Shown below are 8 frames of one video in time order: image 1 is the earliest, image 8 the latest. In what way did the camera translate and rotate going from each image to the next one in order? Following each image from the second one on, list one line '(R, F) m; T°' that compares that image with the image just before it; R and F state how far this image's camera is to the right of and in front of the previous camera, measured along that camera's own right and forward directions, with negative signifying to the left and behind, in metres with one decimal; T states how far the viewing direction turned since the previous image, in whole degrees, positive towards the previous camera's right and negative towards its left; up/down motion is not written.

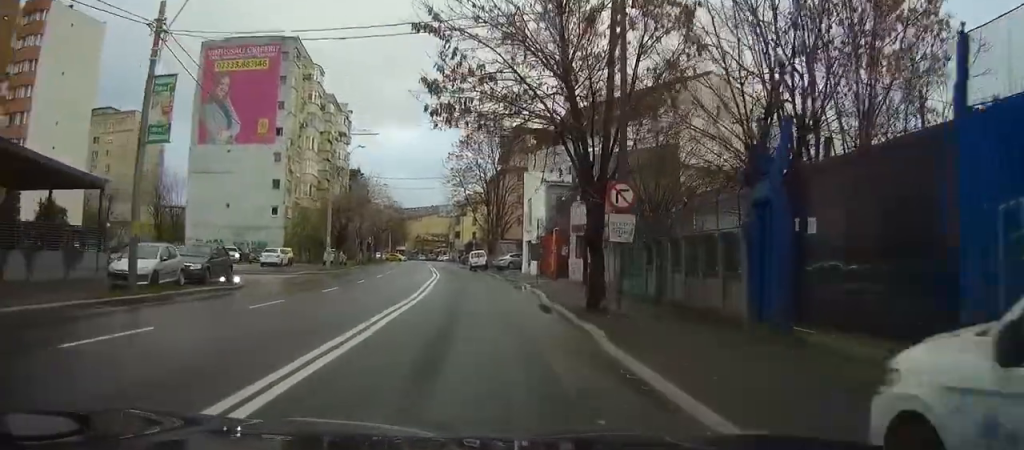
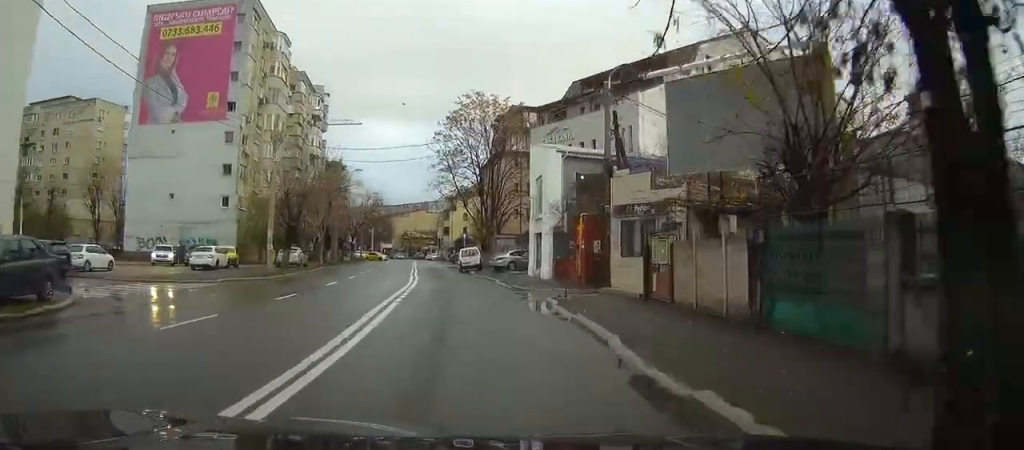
(-0.1, +12.0) m; 0°
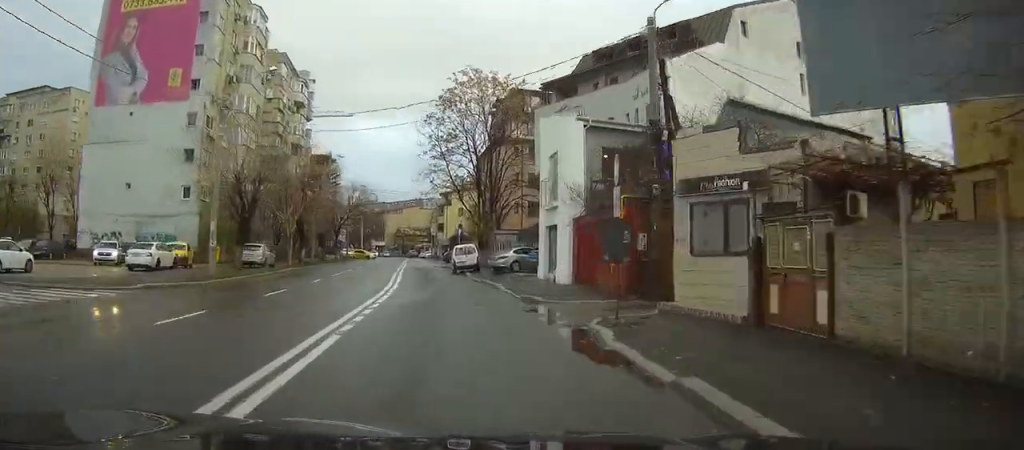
(0.0, +7.7) m; 0°
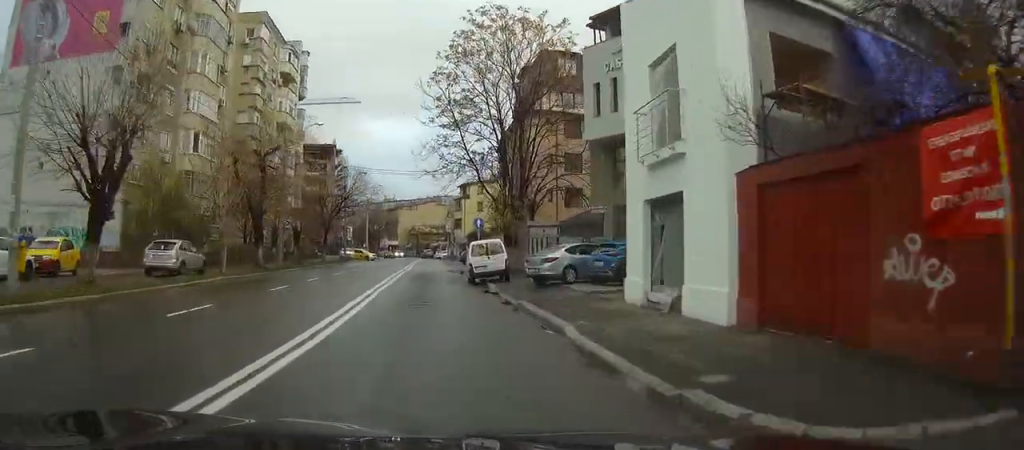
(0.0, +15.0) m; -1°
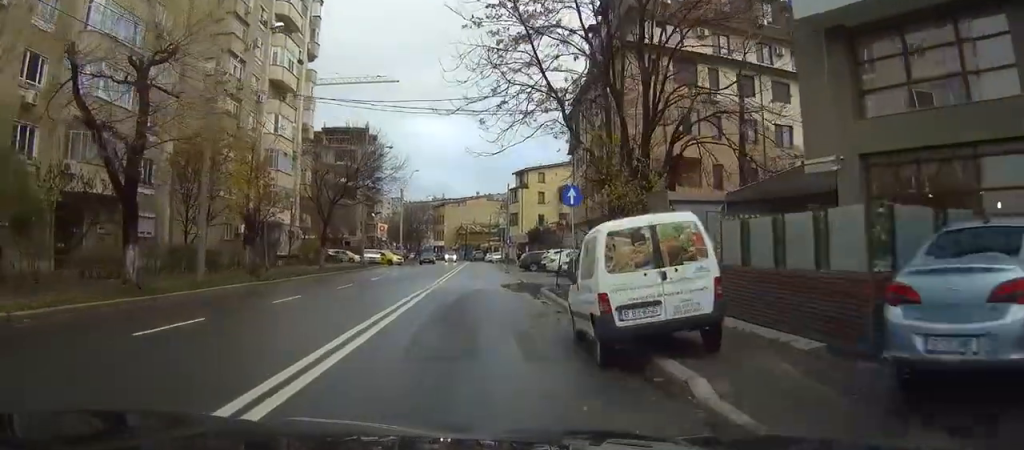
(-0.6, +20.4) m; -3°
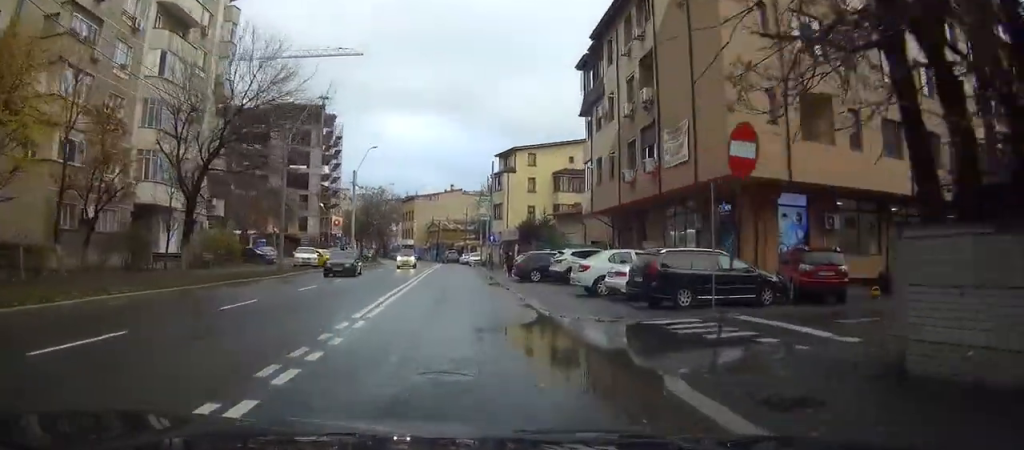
(0.0, +18.7) m; 0°
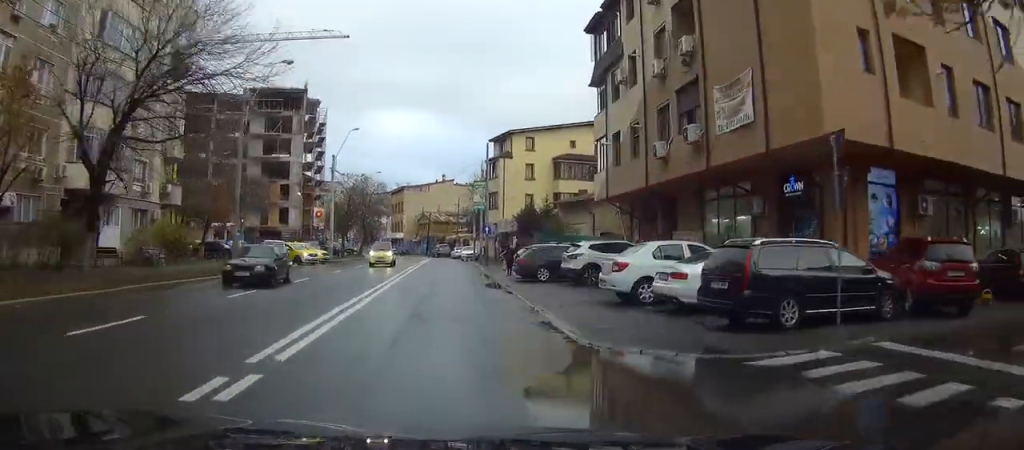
(0.0, +6.9) m; 0°
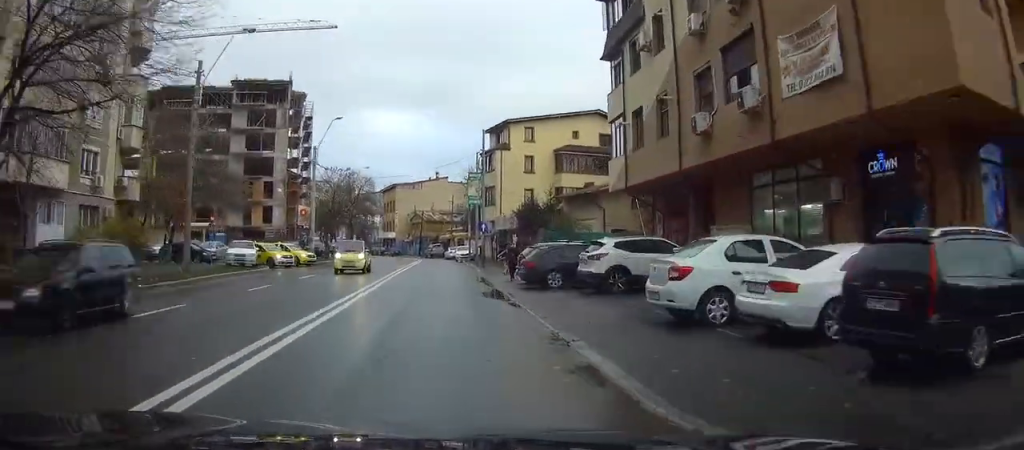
(0.0, +5.5) m; 0°
